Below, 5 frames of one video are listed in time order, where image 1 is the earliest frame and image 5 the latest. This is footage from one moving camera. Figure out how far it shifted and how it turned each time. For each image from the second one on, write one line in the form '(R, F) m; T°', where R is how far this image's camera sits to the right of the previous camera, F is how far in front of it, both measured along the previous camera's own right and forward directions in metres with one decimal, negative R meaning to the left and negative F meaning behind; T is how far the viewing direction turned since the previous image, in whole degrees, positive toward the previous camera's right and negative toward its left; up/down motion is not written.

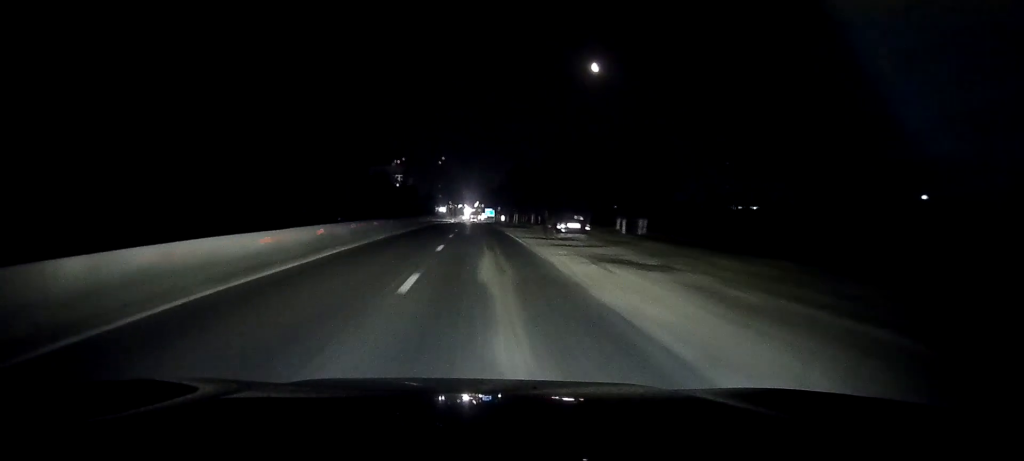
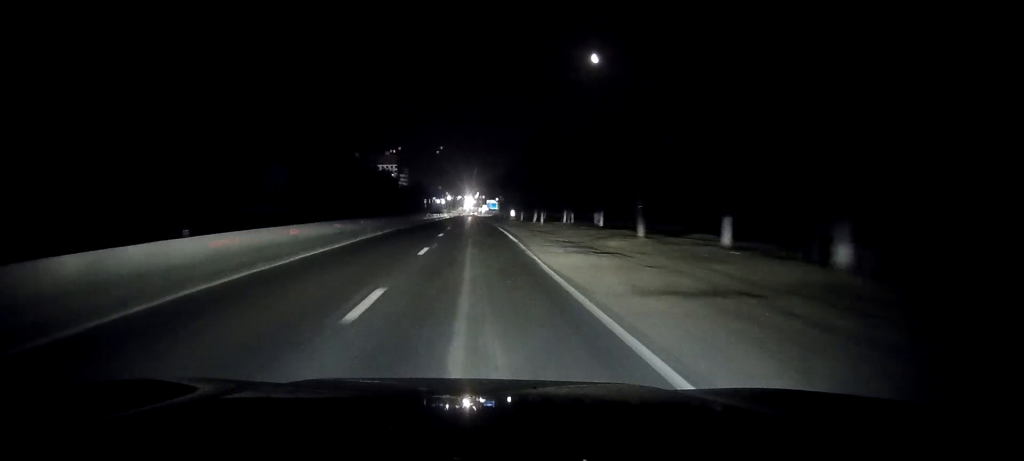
(0.0, +36.8) m; 0°
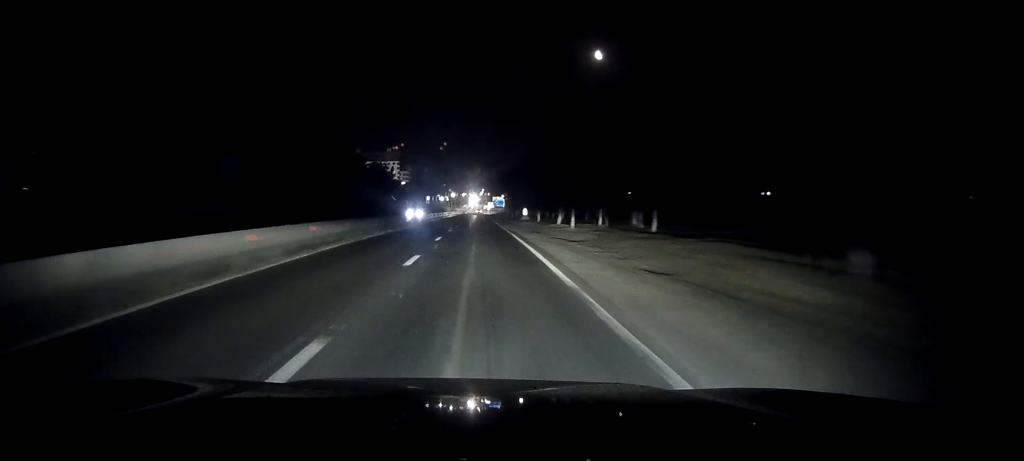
(0.0, +16.0) m; 0°
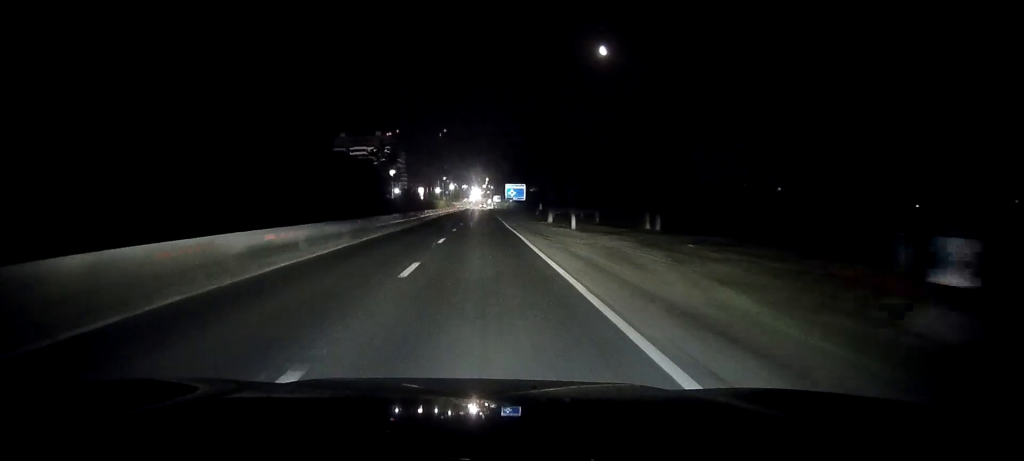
(-0.1, +71.2) m; 0°
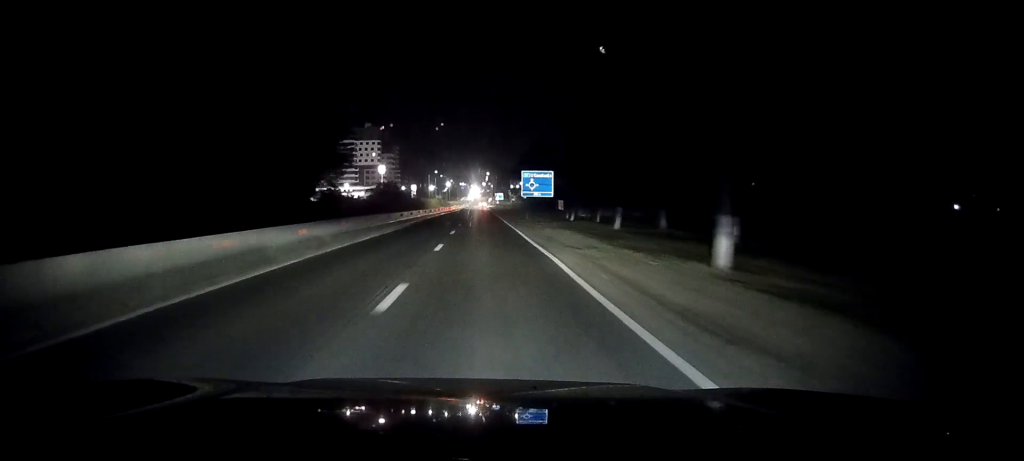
(-0.2, +39.6) m; 0°
